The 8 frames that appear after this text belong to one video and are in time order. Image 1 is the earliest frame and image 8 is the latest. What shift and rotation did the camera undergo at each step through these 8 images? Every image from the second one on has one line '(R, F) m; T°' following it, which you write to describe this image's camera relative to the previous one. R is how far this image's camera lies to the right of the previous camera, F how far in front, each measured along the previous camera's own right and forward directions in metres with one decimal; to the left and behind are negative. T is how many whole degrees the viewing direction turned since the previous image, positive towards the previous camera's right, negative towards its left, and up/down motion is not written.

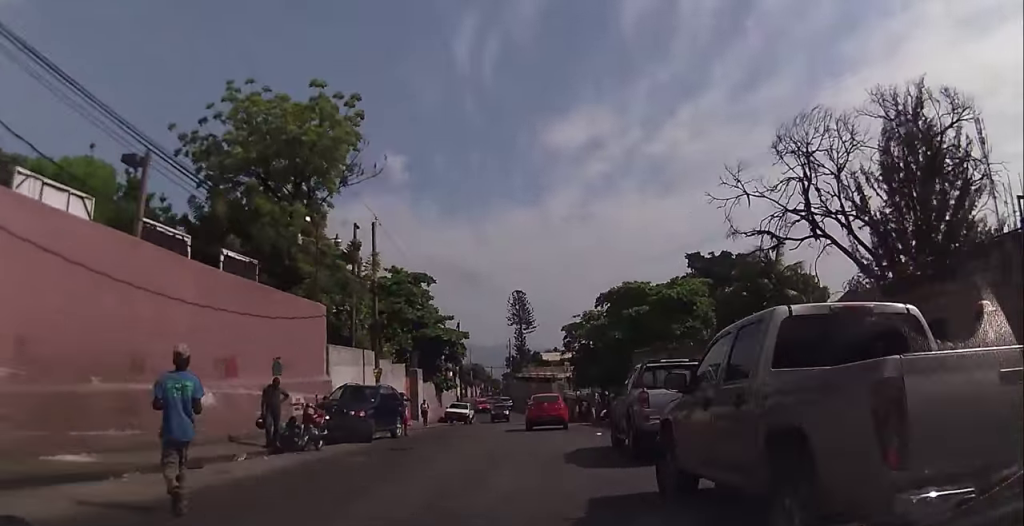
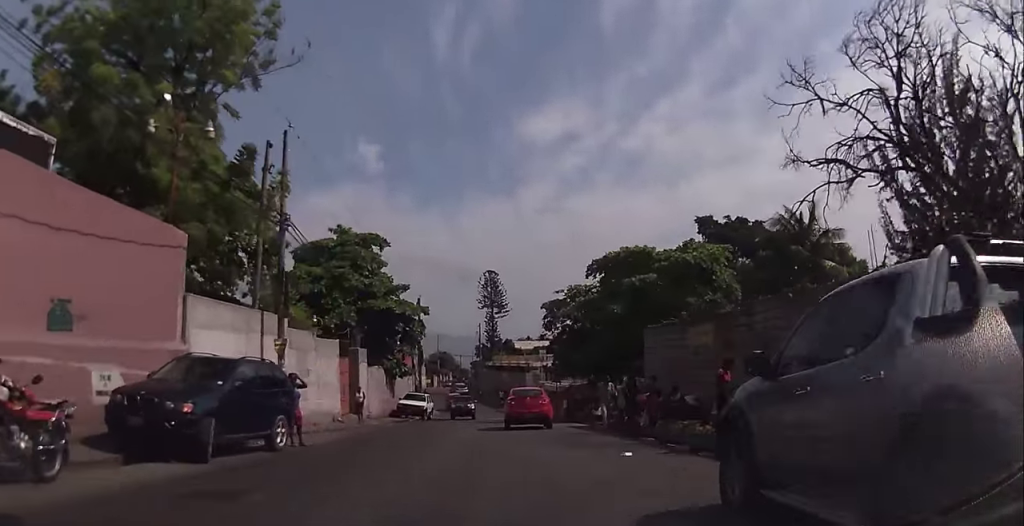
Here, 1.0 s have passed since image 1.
(-0.4, +9.1) m; -1°
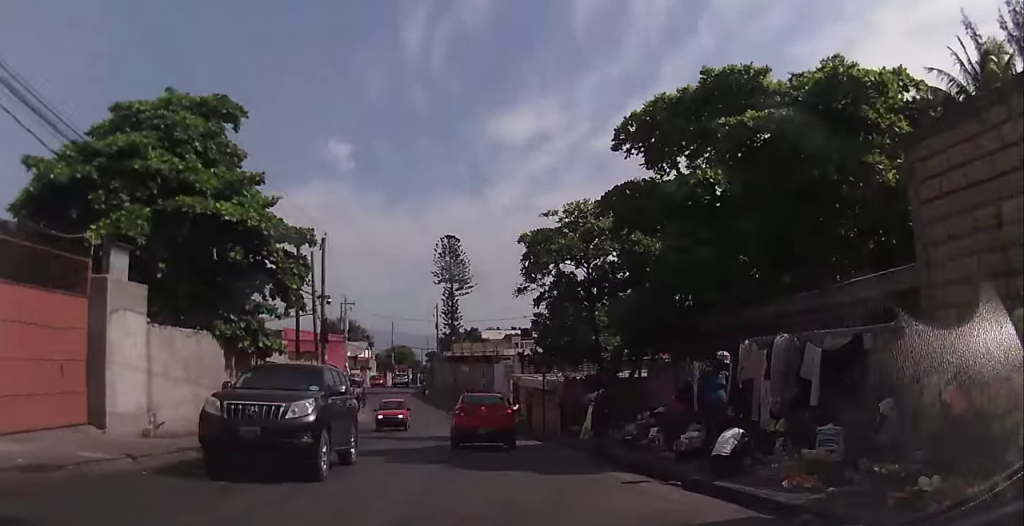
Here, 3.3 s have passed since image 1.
(+1.4, +20.1) m; +6°
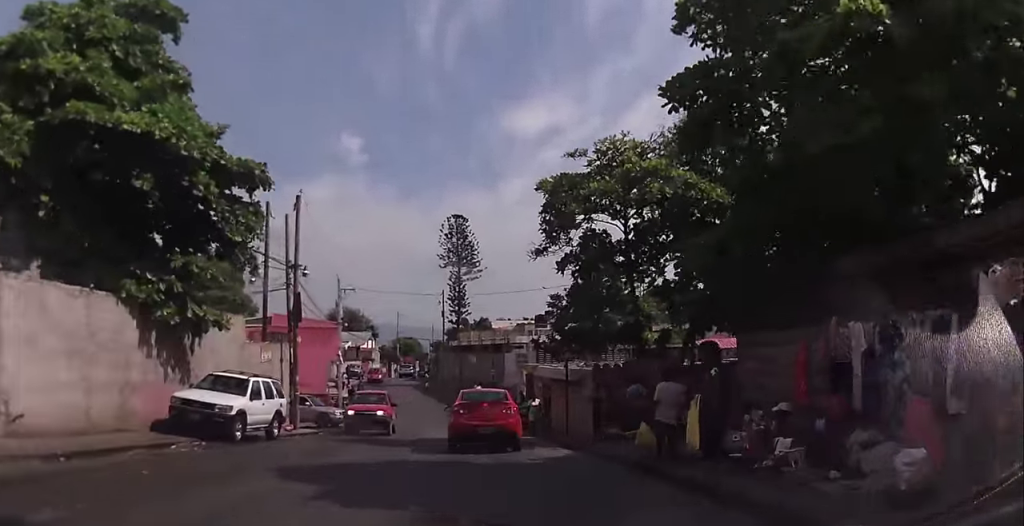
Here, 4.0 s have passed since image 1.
(0.0, +6.2) m; 0°
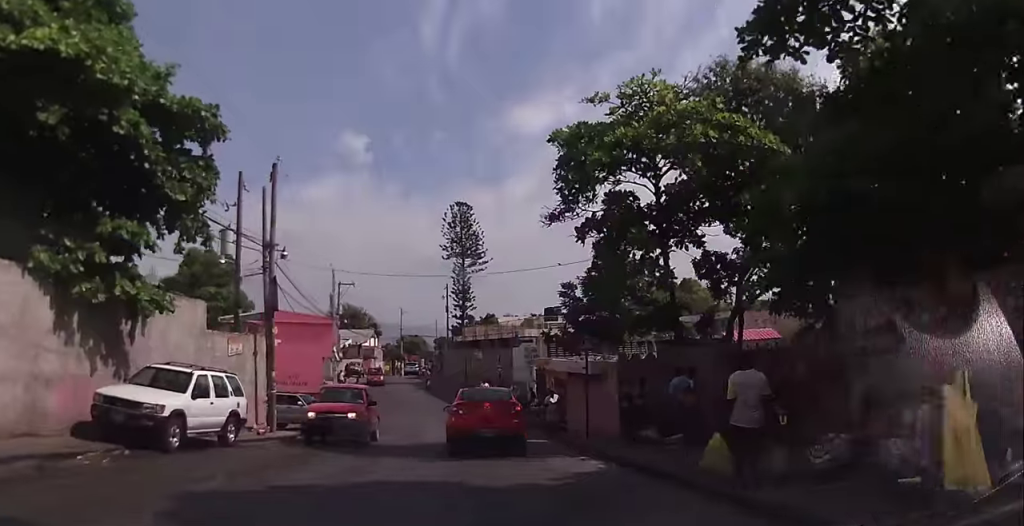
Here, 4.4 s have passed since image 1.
(+0.1, +3.7) m; +1°
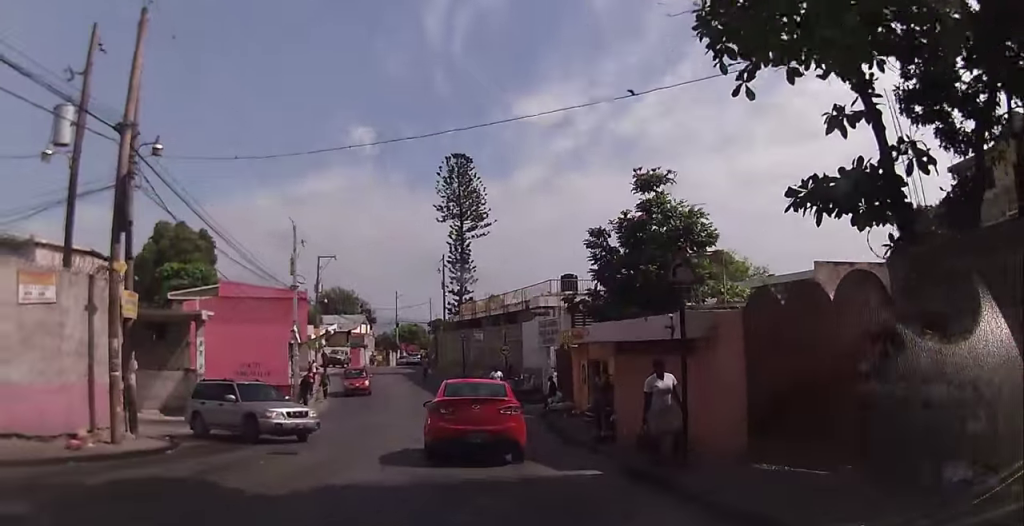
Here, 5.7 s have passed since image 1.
(0.0, +10.7) m; -2°
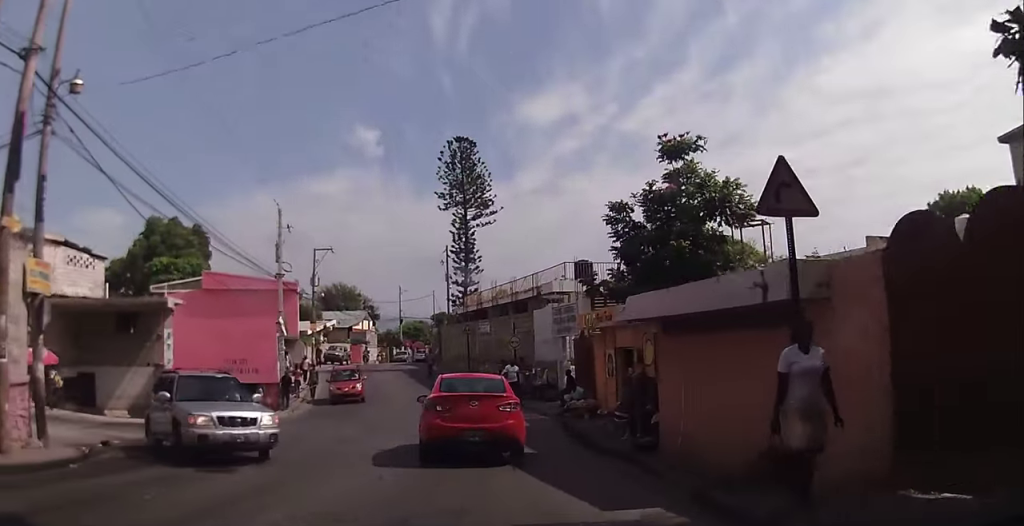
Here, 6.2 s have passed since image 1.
(-0.1, +4.0) m; -1°
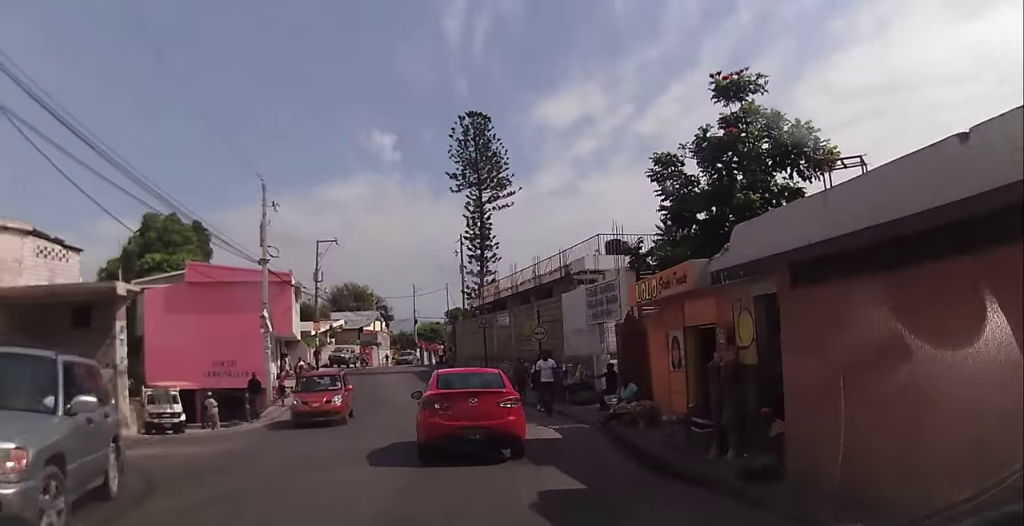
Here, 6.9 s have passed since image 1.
(-0.1, +5.1) m; -1°
